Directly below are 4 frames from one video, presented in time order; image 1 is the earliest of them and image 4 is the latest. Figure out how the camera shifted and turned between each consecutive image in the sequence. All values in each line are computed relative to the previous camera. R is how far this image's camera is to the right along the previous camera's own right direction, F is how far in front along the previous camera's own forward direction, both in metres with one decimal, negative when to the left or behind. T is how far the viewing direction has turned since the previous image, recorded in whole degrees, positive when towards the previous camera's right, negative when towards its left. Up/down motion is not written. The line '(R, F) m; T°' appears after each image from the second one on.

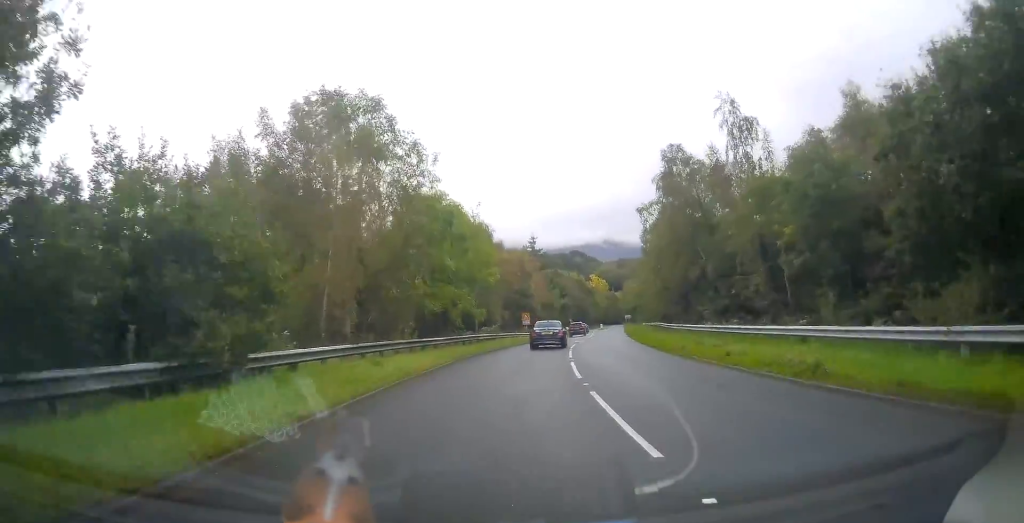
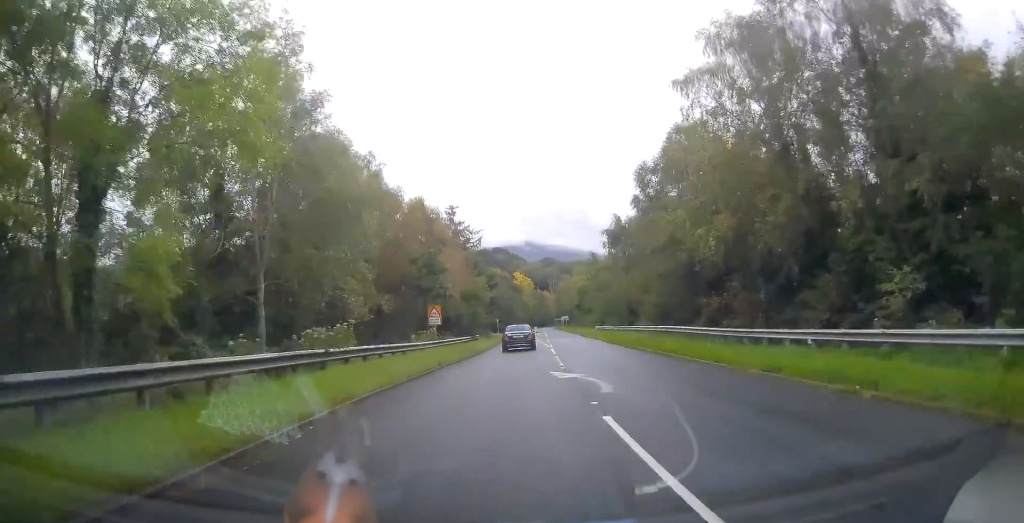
(+2.4, +29.8) m; +8°
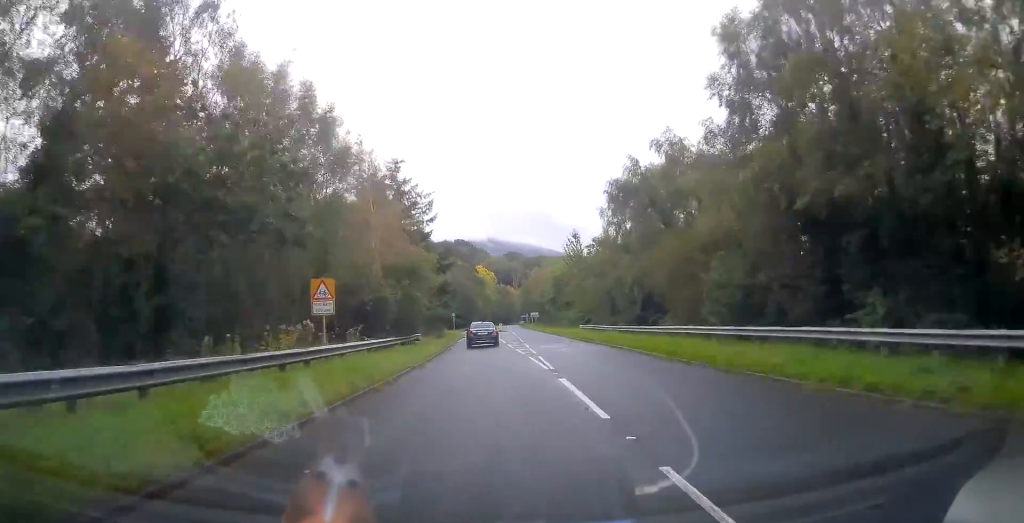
(+0.7, +20.6) m; +3°
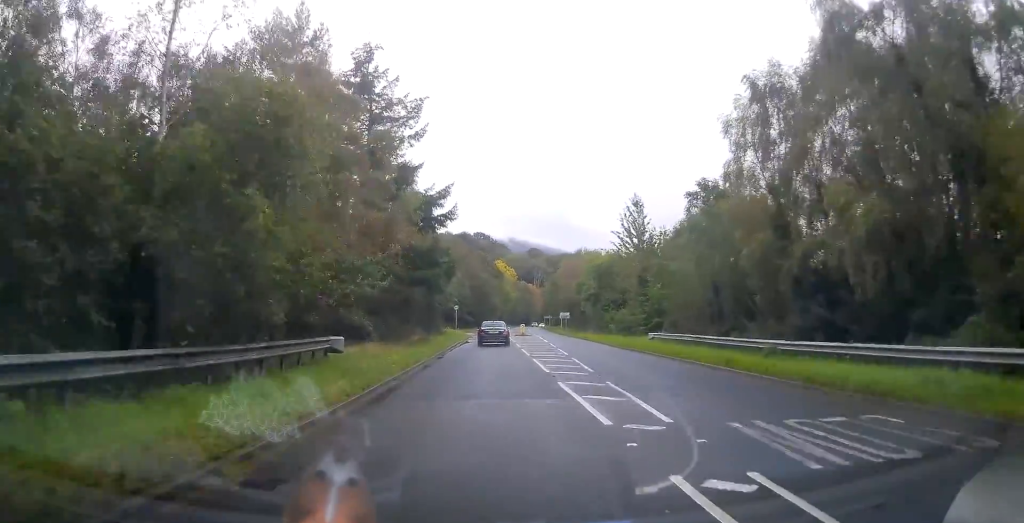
(+0.2, +25.6) m; -1°
